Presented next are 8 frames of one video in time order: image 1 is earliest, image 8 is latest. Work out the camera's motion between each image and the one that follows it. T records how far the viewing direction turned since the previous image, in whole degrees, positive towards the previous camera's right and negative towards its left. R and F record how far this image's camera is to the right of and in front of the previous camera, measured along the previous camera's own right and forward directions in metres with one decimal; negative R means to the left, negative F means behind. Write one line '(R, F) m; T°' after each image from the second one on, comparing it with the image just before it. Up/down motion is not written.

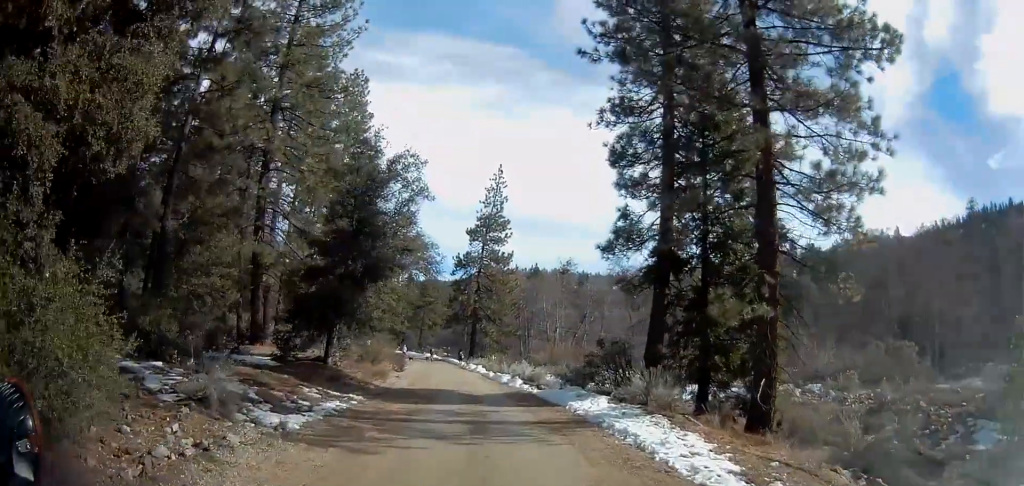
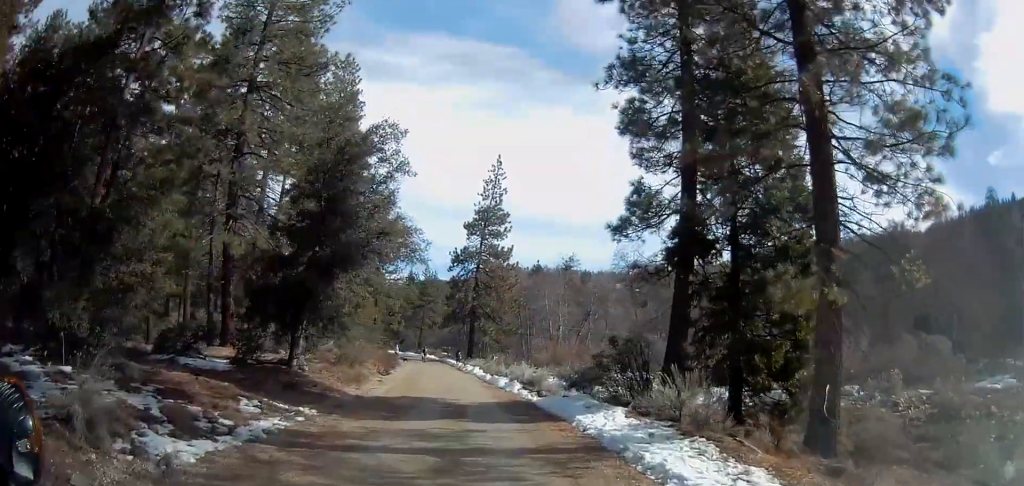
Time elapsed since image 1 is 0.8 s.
(-0.1, +4.5) m; -1°
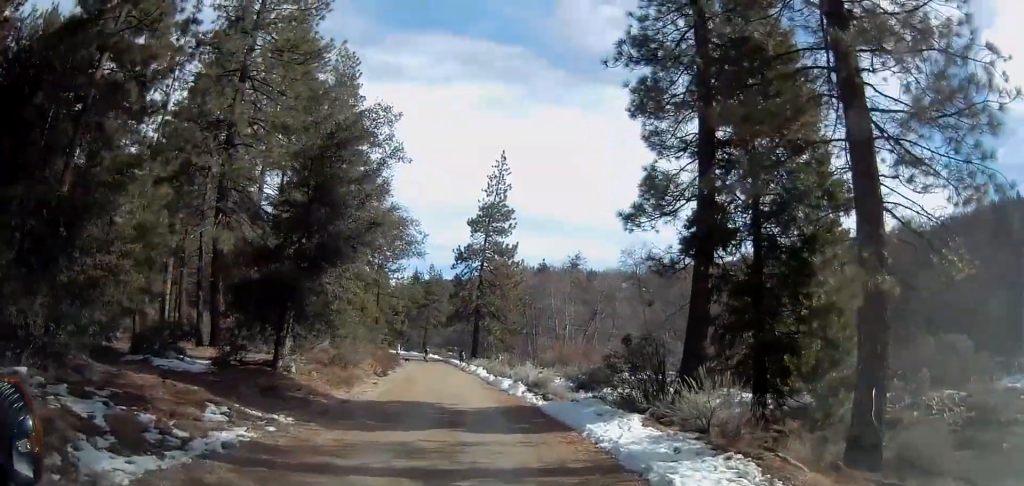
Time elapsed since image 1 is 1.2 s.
(0.0, +2.0) m; -1°
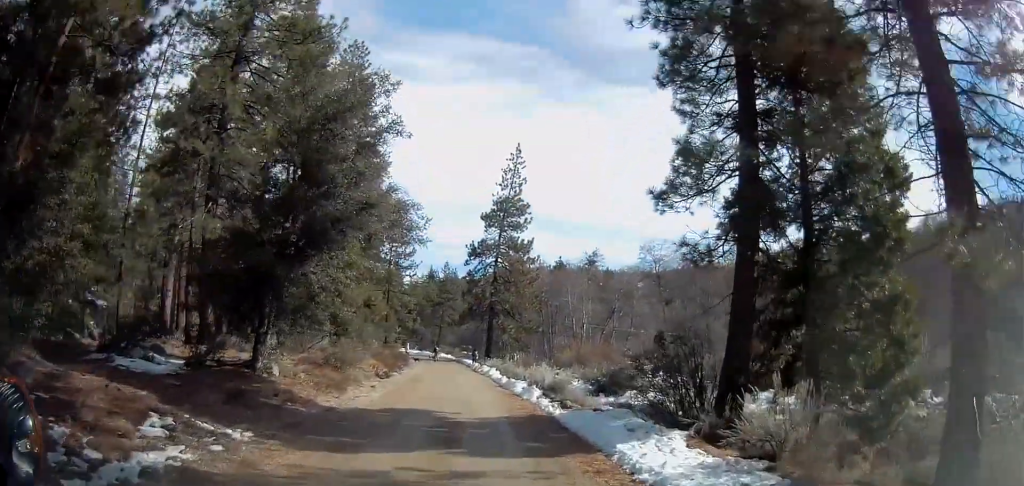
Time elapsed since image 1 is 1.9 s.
(+0.1, +2.9) m; -2°
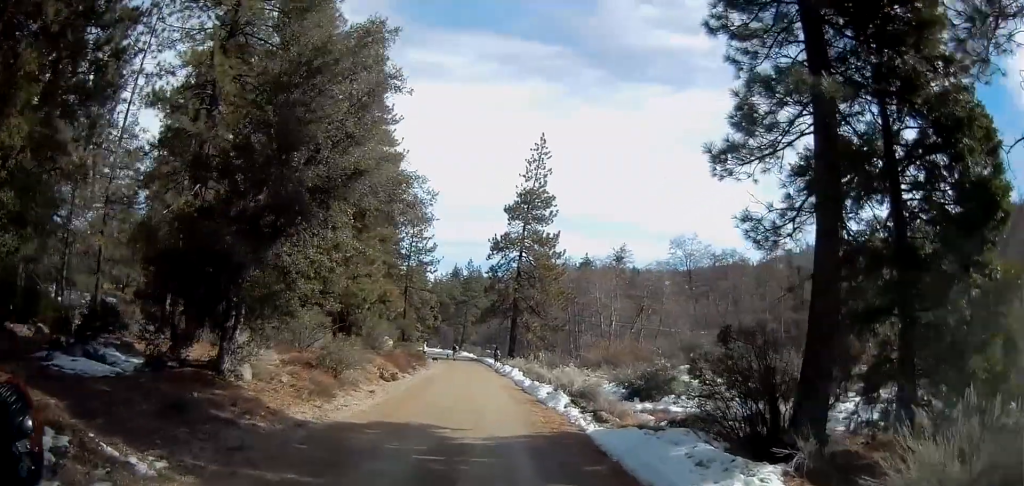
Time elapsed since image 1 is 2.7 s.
(-0.2, +3.7) m; -2°
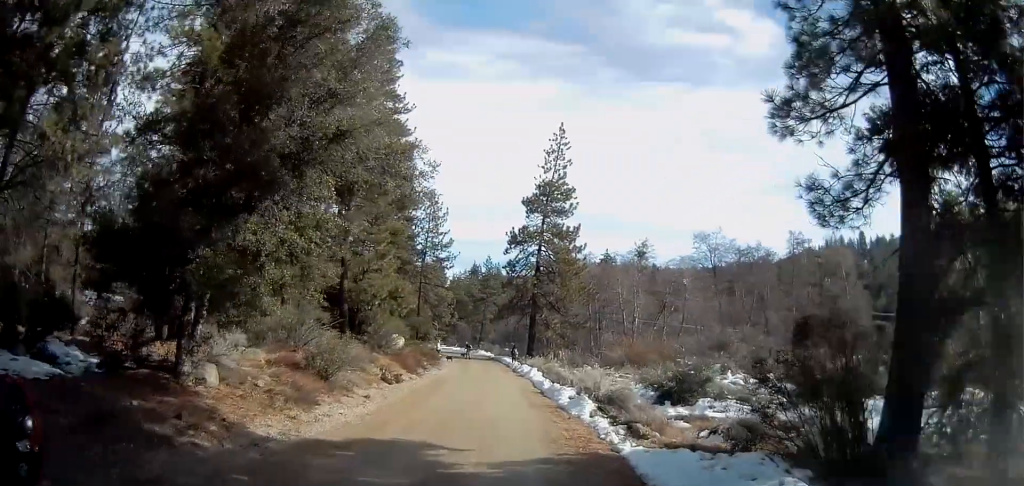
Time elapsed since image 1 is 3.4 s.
(-0.1, +2.9) m; -1°
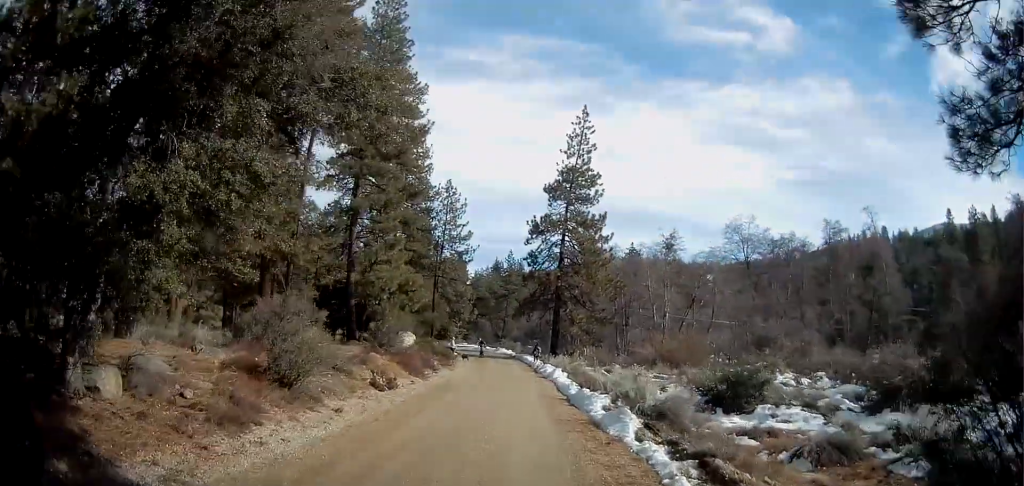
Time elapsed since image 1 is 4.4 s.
(0.0, +4.4) m; -2°
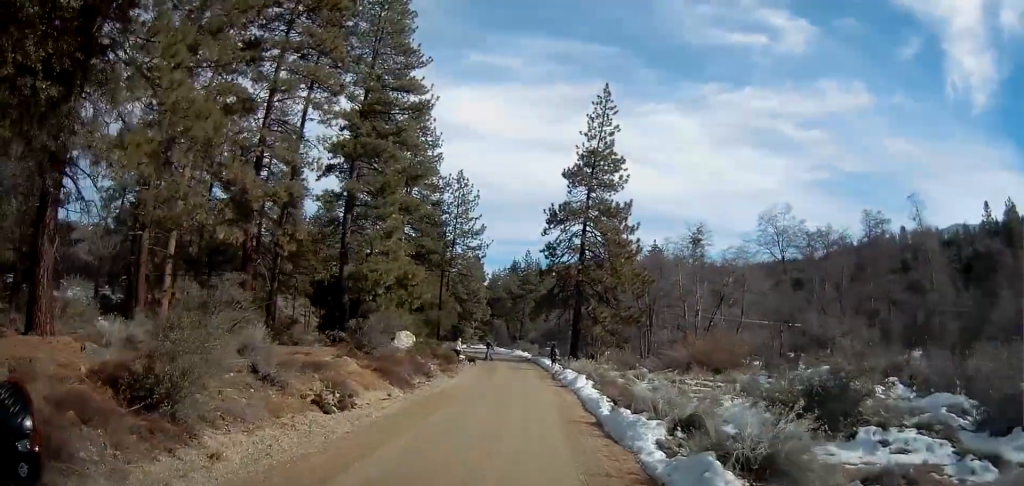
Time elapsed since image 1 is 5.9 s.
(-0.3, +5.7) m; -2°
